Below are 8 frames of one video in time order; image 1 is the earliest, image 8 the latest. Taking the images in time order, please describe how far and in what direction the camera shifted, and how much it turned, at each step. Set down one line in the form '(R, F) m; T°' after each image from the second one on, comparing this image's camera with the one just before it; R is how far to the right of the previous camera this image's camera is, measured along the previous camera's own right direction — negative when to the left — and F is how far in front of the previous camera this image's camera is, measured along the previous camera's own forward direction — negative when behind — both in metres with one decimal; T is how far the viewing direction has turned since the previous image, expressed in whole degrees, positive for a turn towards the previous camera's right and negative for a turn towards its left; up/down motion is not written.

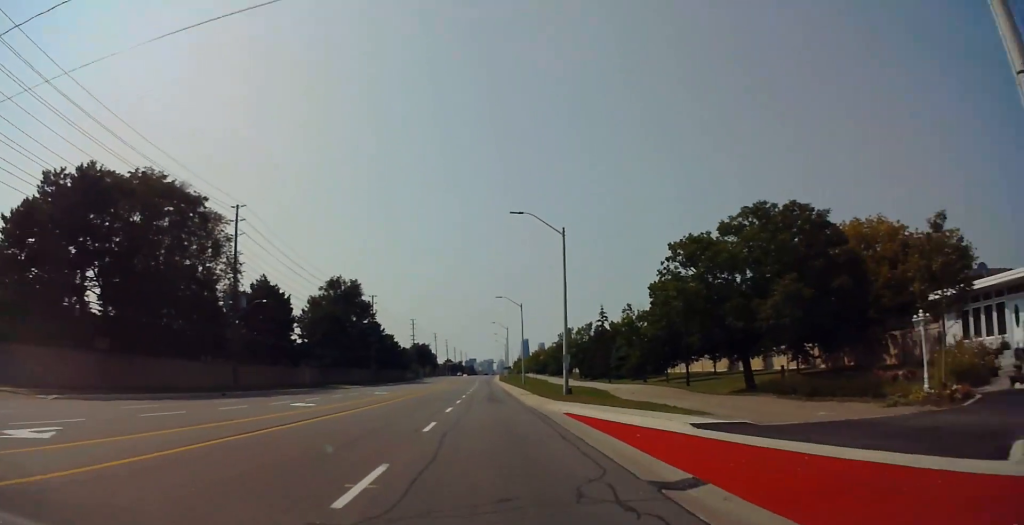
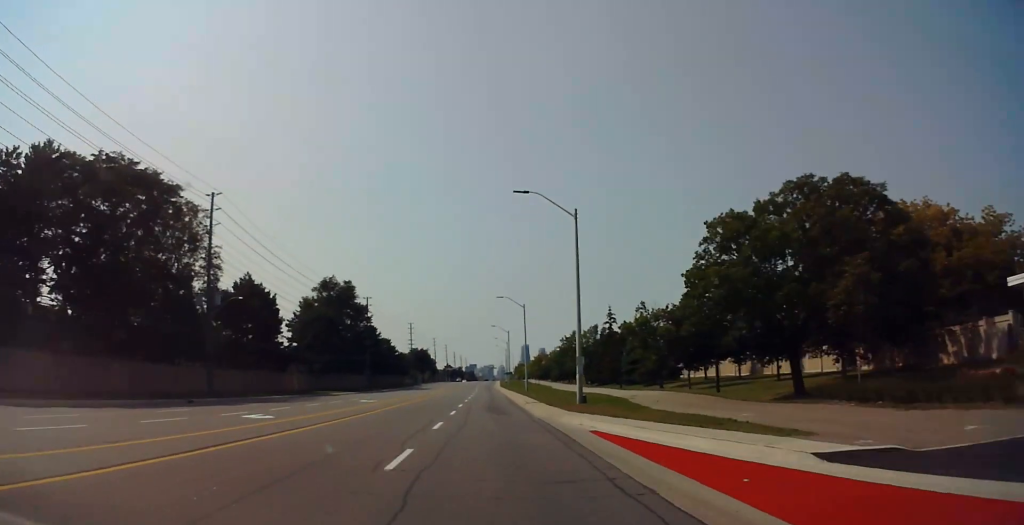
(0.0, +6.1) m; 0°
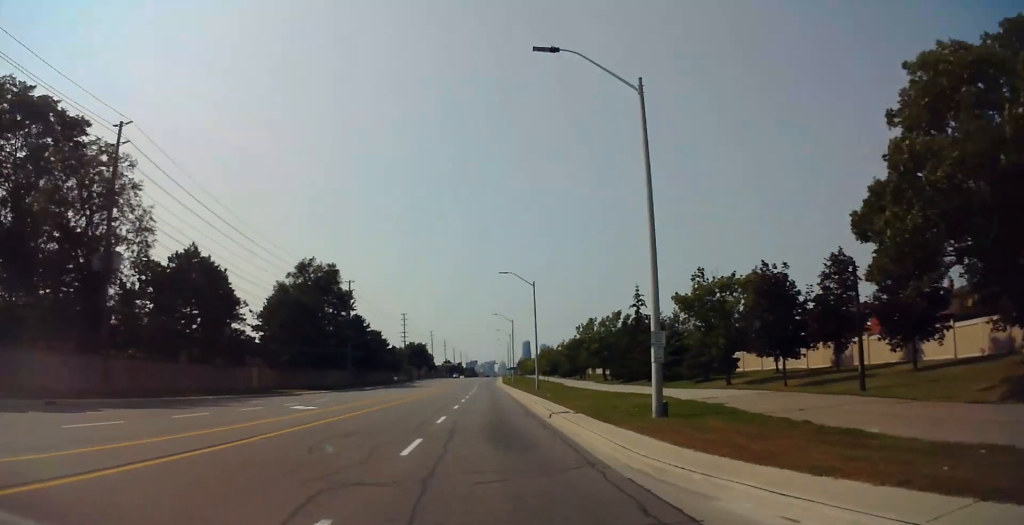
(-0.1, +16.4) m; -1°
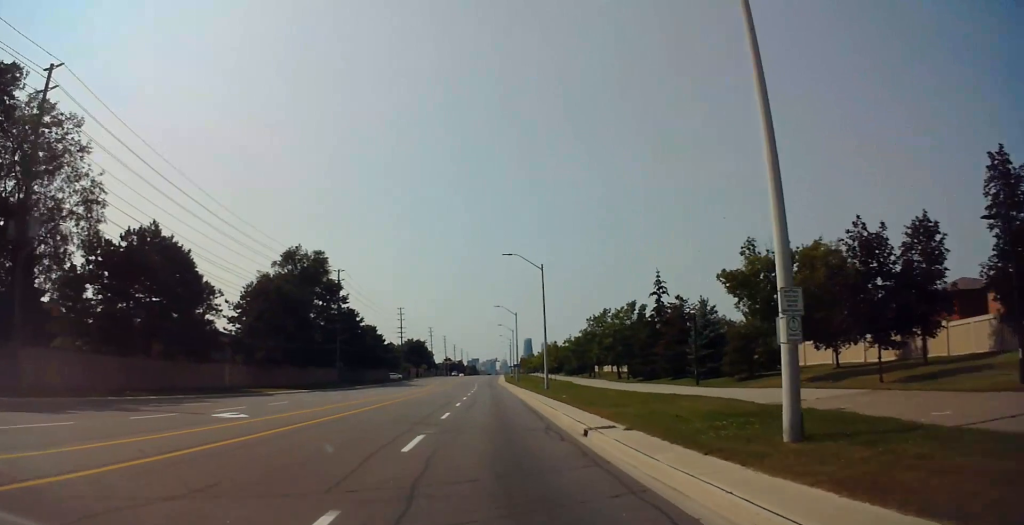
(-0.2, +8.7) m; 0°
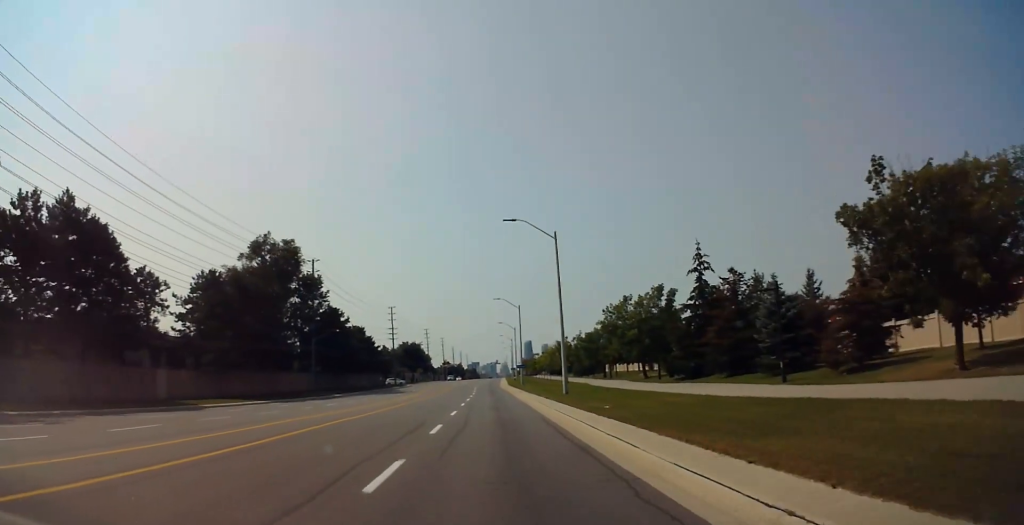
(+0.1, +13.5) m; +1°
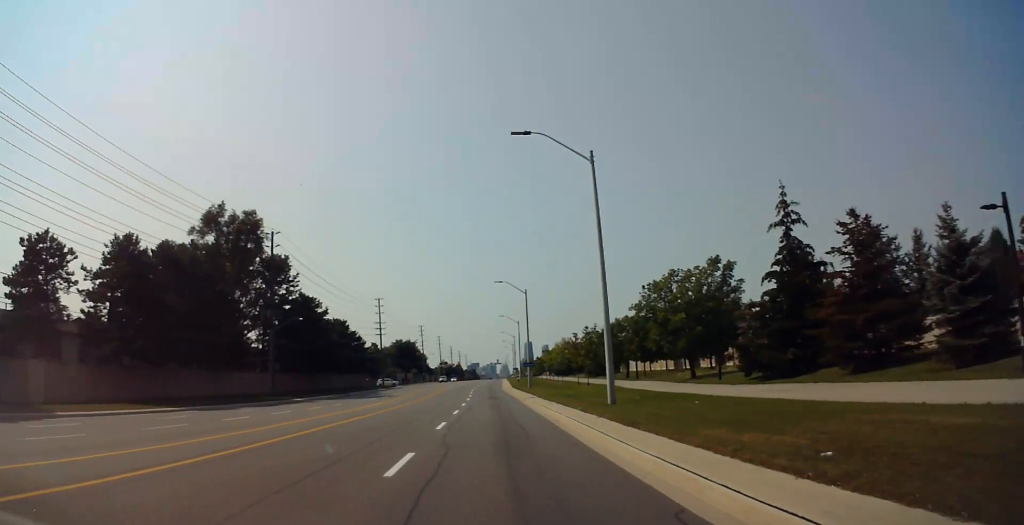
(+0.1, +16.2) m; 0°
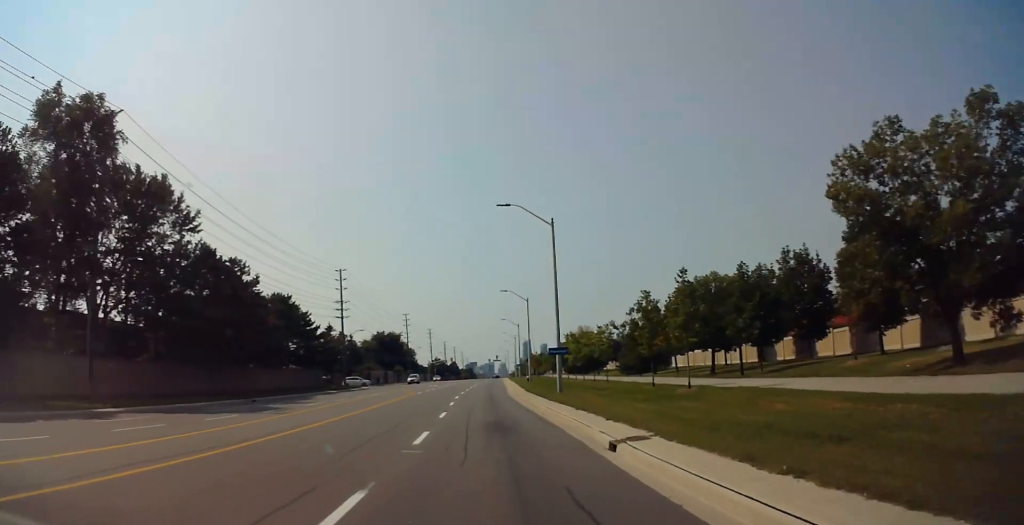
(-0.2, +32.2) m; 0°
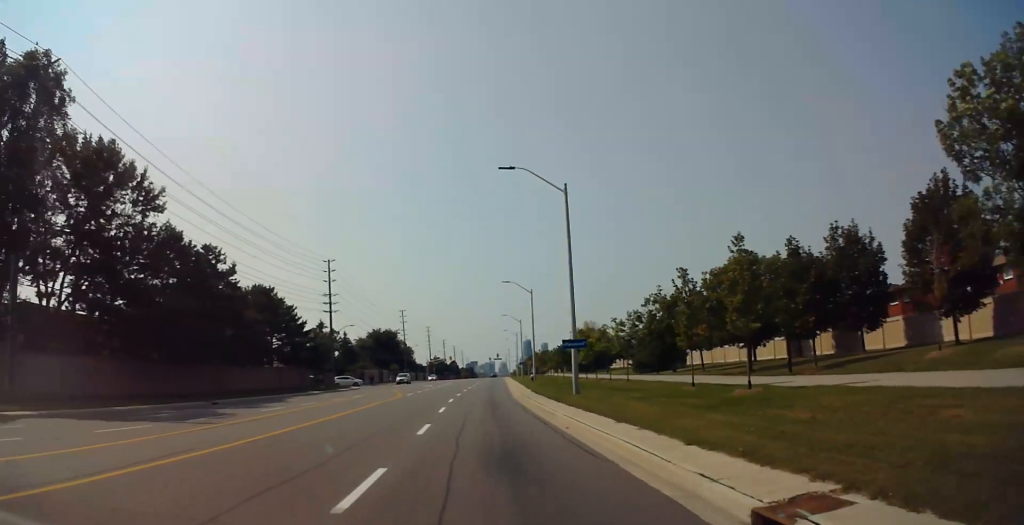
(0.0, +7.3) m; 0°
